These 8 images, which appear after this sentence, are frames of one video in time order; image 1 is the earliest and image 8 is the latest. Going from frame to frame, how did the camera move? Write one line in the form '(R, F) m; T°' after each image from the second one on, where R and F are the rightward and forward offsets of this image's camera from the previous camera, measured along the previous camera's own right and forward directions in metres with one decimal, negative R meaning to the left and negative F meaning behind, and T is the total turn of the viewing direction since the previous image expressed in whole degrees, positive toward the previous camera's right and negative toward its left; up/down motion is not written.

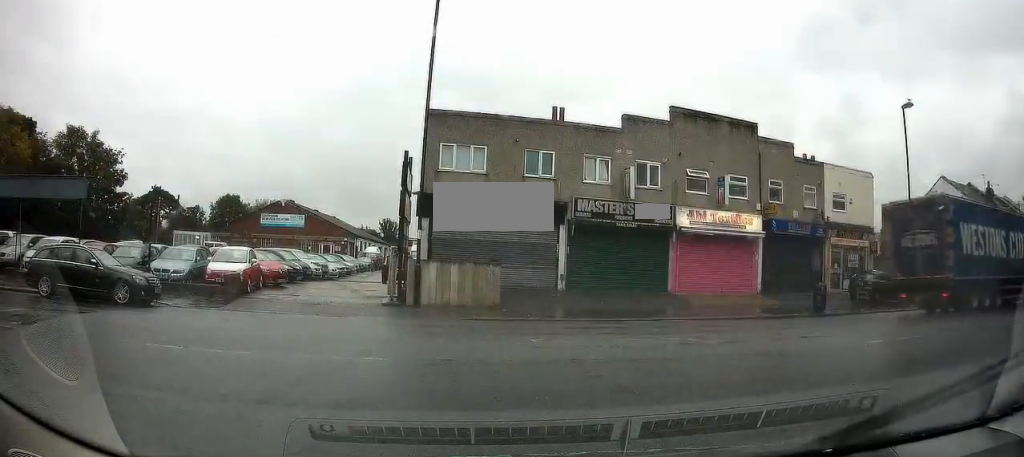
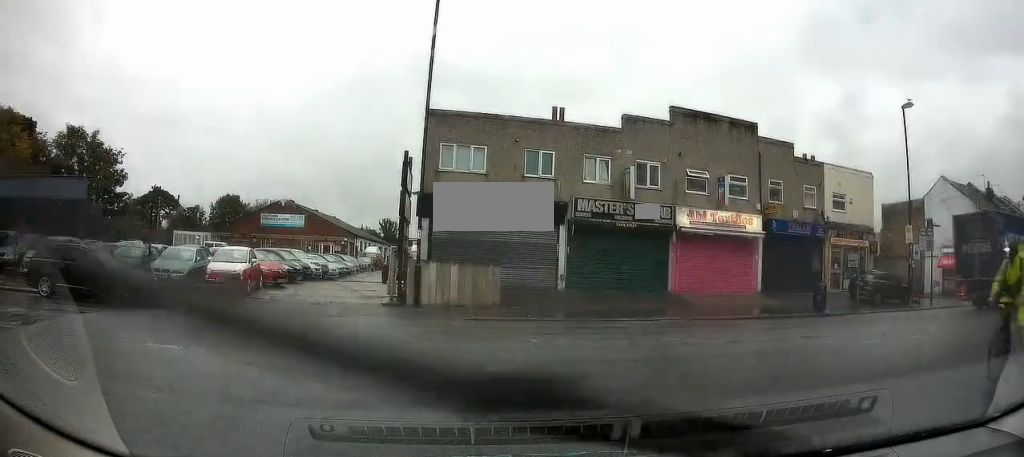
(0.0, 0.0) m; 0°
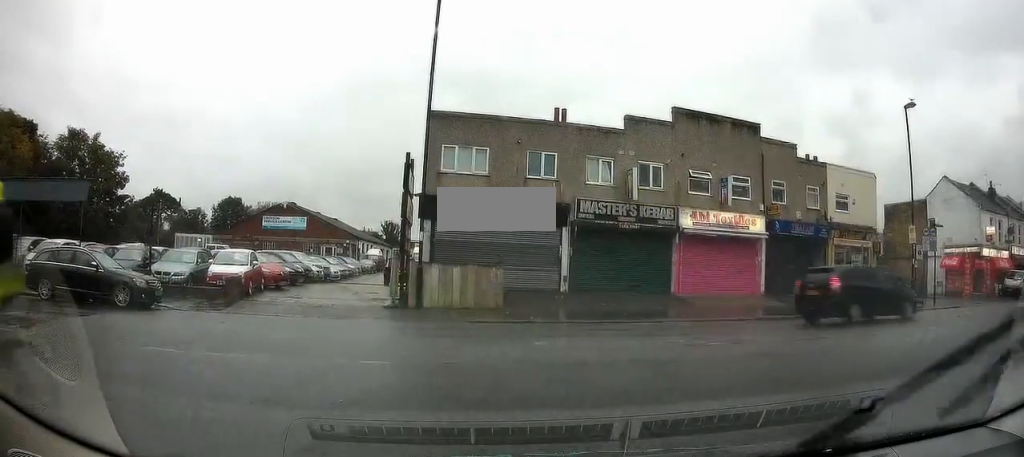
(0.0, 0.0) m; 0°
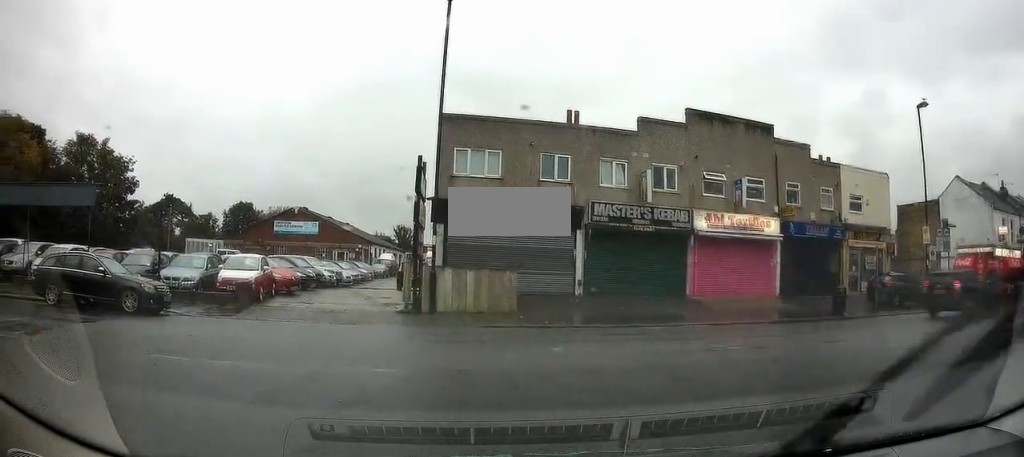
(+0.1, 0.0) m; 0°
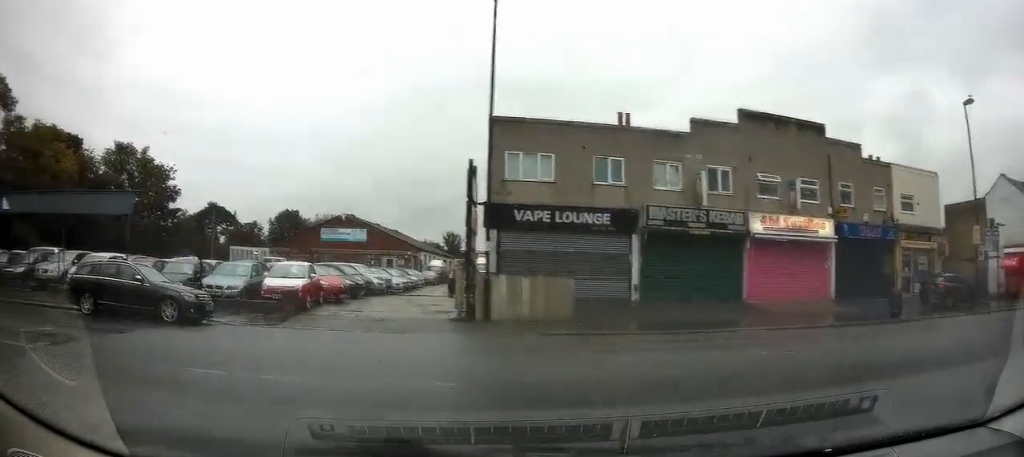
(+0.1, 0.0) m; 0°
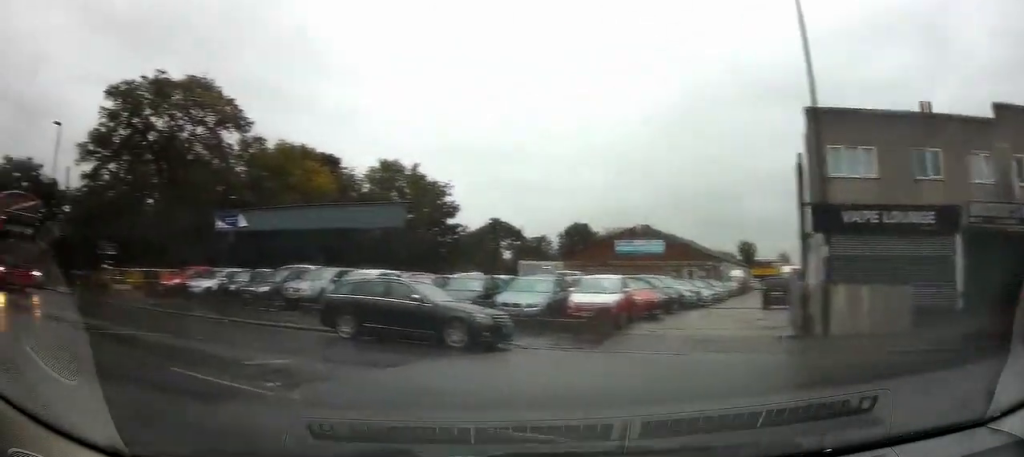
(+0.4, +1.4) m; -3°
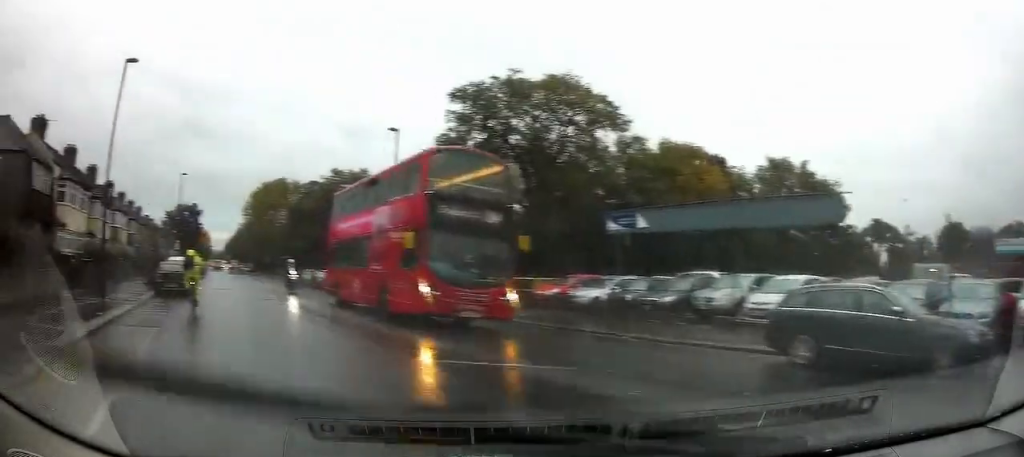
(-0.6, +2.9) m; -21°
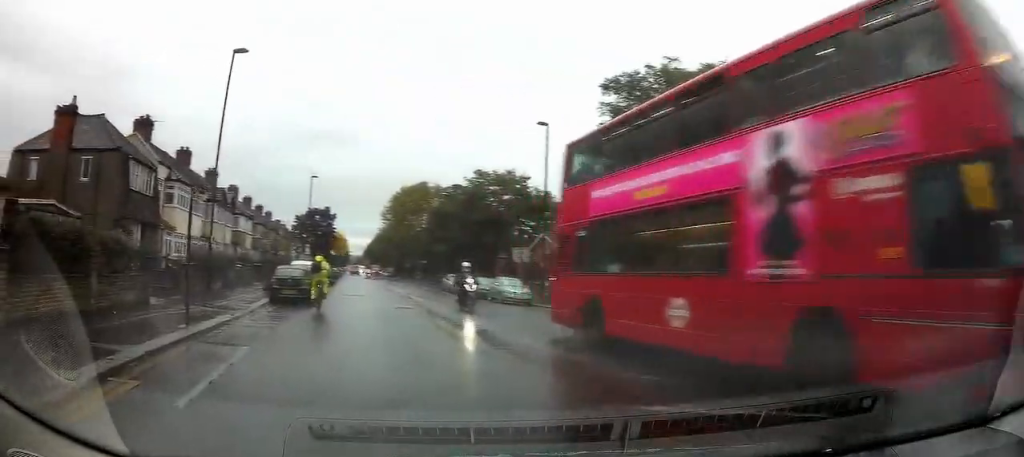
(-0.2, +2.3) m; -12°
